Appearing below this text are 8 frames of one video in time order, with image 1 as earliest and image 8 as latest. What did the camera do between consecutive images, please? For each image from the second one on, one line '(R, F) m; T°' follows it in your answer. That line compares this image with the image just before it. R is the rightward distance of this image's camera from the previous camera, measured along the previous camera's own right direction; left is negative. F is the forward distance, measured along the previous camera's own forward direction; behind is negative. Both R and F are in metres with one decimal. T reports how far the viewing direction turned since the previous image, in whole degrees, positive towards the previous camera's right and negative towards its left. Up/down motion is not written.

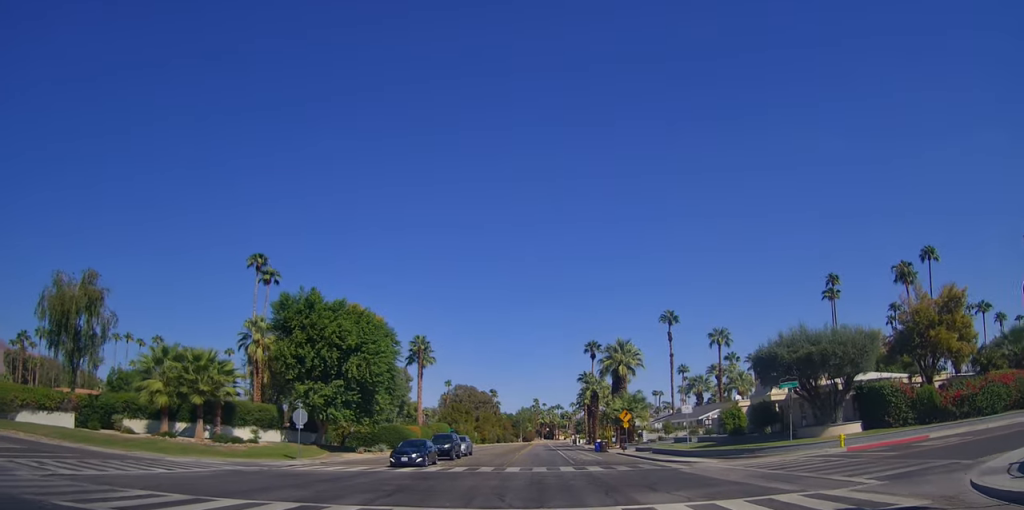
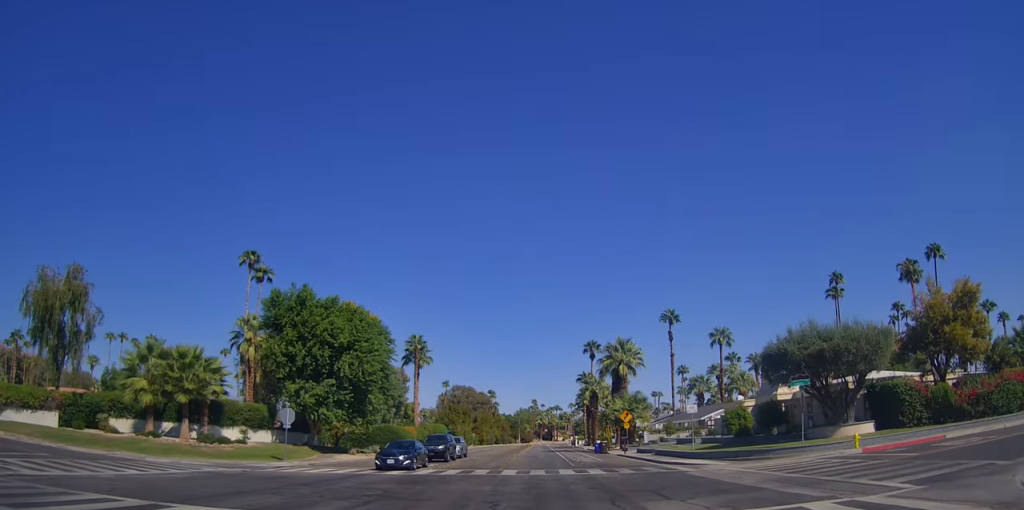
(0.0, +2.9) m; -1°
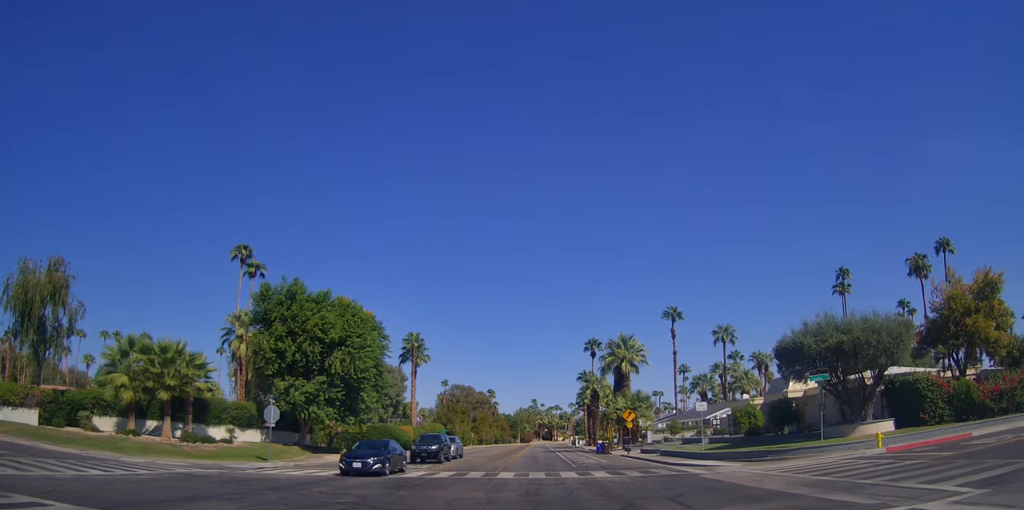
(-0.1, +4.7) m; -2°
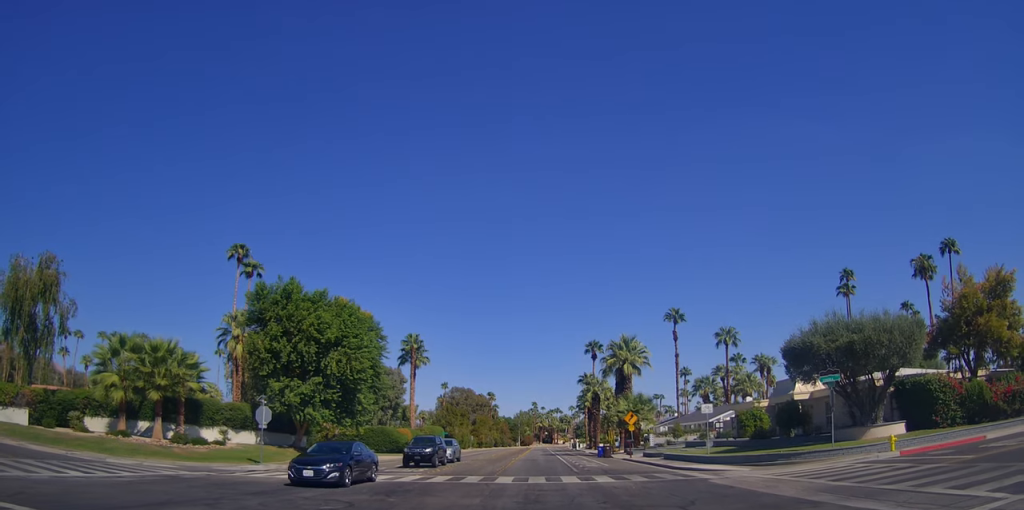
(0.0, +2.6) m; 0°
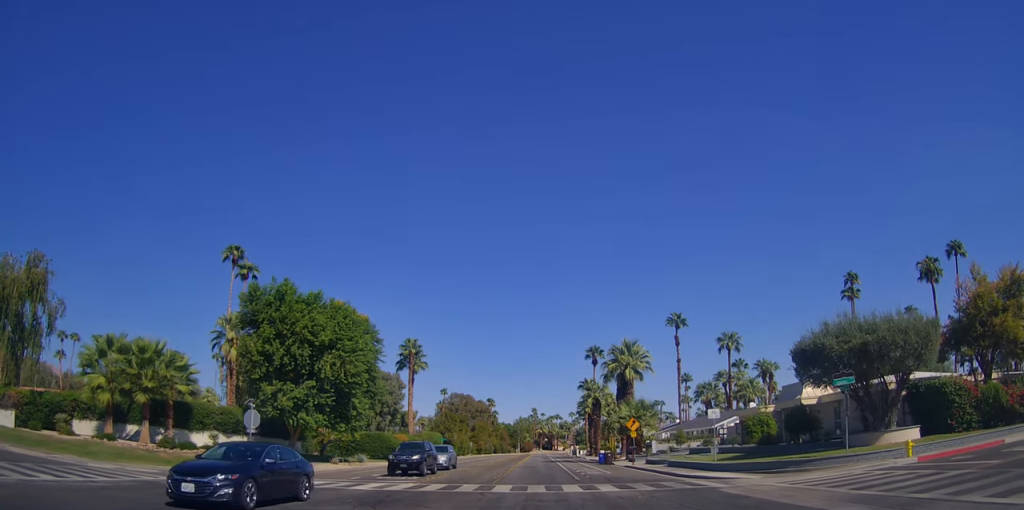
(0.0, +1.7) m; 0°
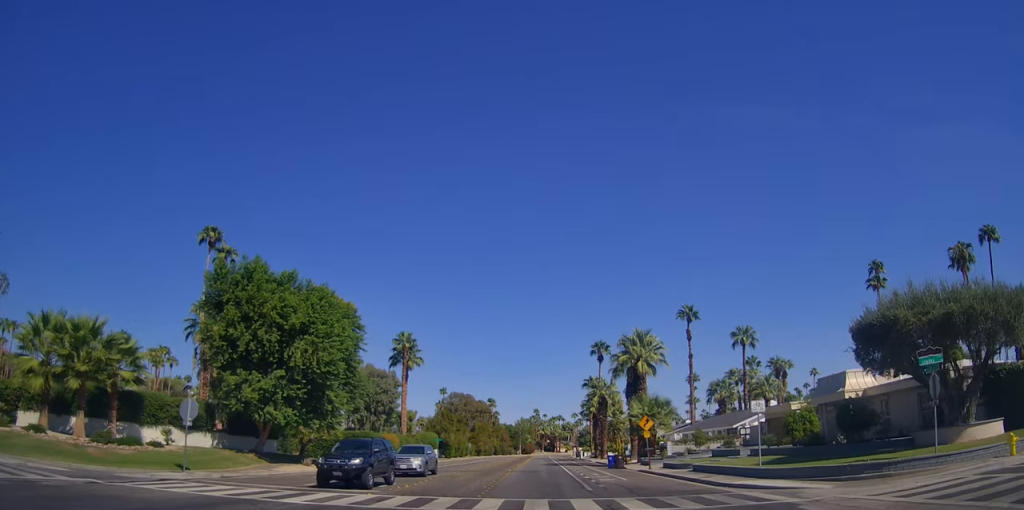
(0.0, +3.2) m; 0°
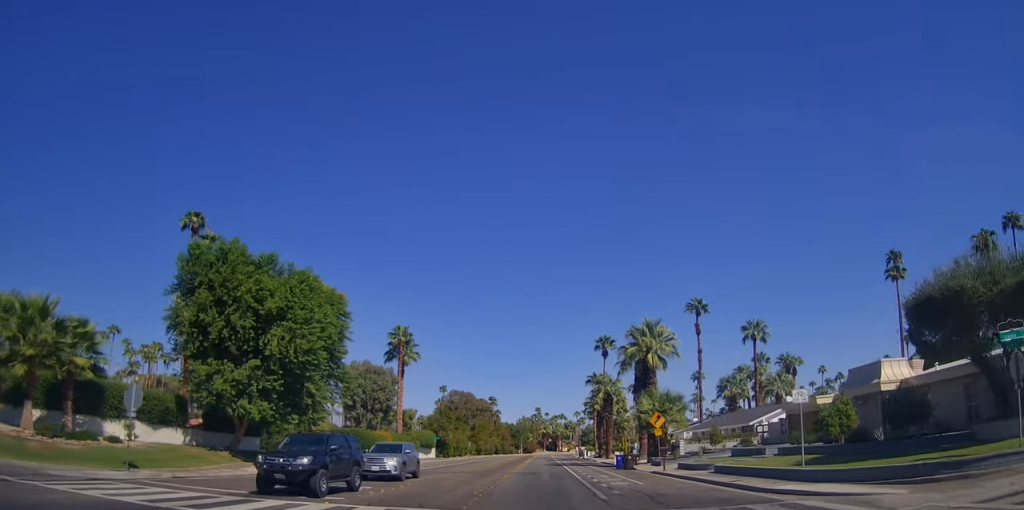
(0.0, +1.7) m; 0°
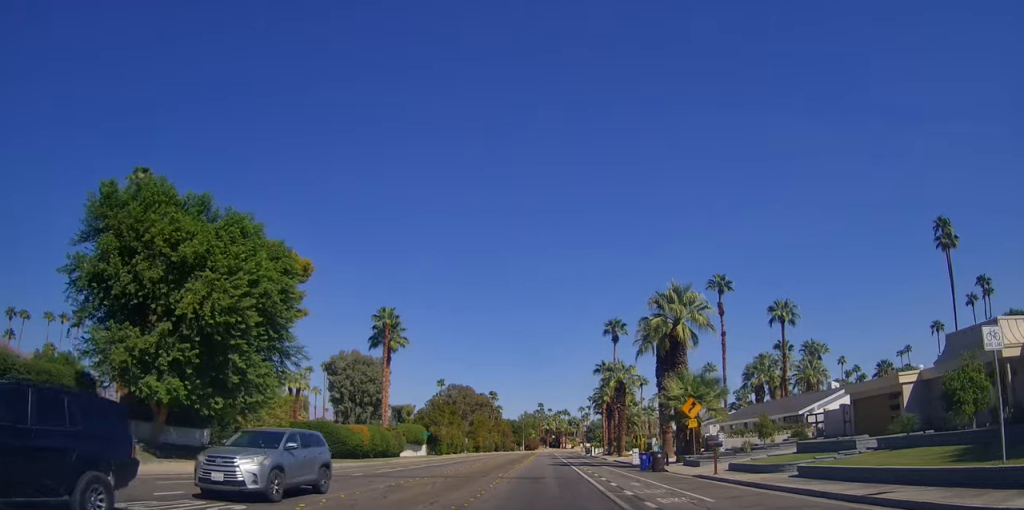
(0.0, +5.6) m; 0°
